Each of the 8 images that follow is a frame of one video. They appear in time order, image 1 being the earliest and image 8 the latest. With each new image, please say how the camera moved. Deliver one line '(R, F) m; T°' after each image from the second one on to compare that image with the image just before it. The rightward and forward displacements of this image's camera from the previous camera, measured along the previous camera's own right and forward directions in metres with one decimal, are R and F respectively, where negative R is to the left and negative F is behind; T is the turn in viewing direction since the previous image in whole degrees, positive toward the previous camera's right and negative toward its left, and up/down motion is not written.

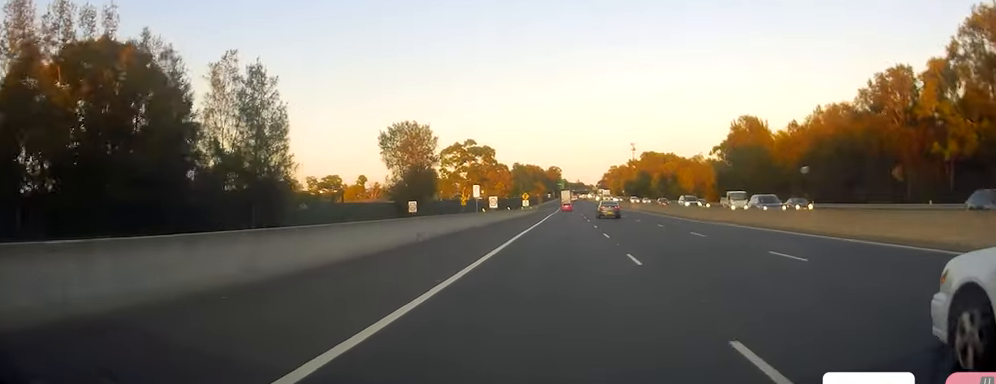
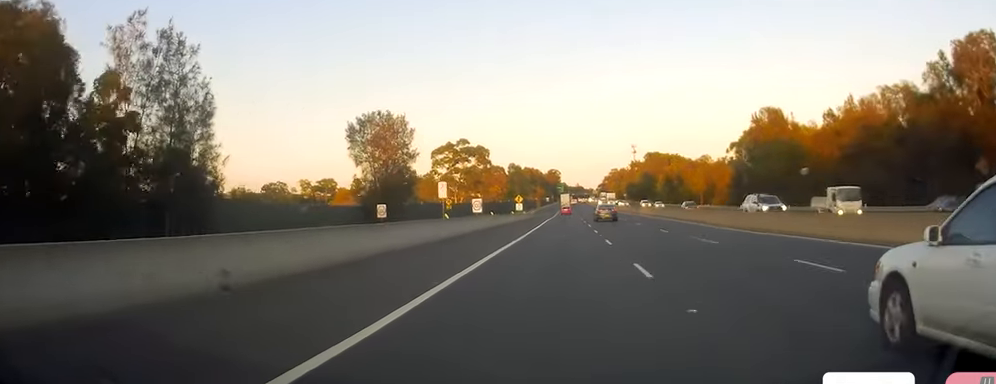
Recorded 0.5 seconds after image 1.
(-0.1, +14.1) m; 0°
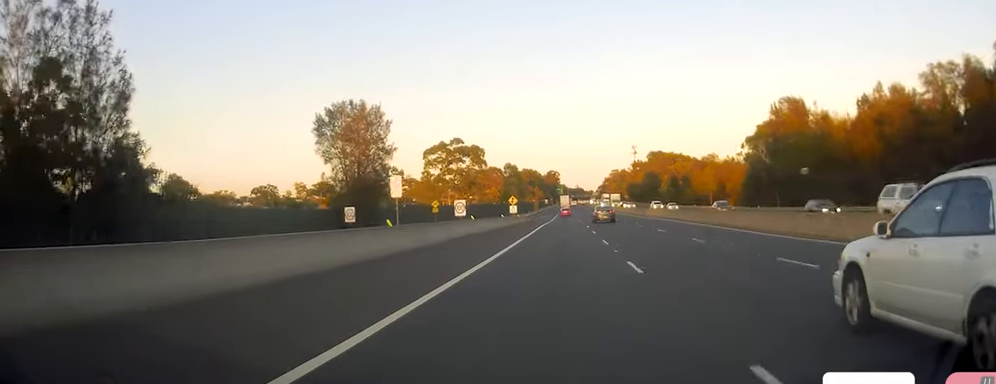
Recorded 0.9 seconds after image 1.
(-0.2, +10.5) m; 0°
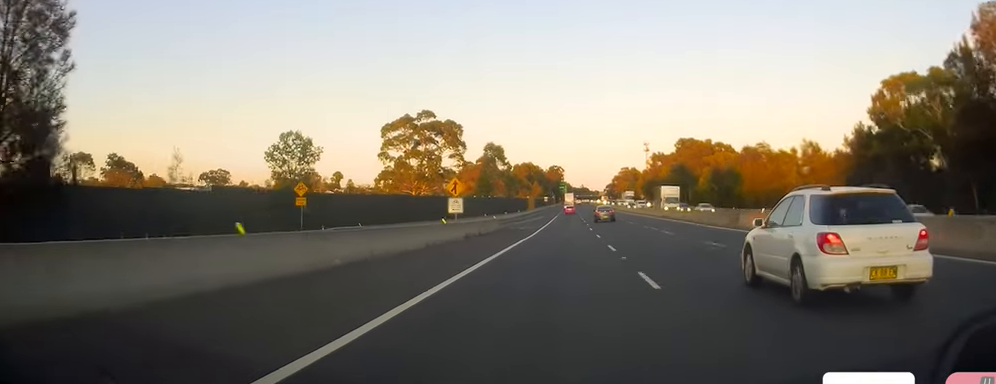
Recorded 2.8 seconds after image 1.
(+0.7, +50.0) m; +1°
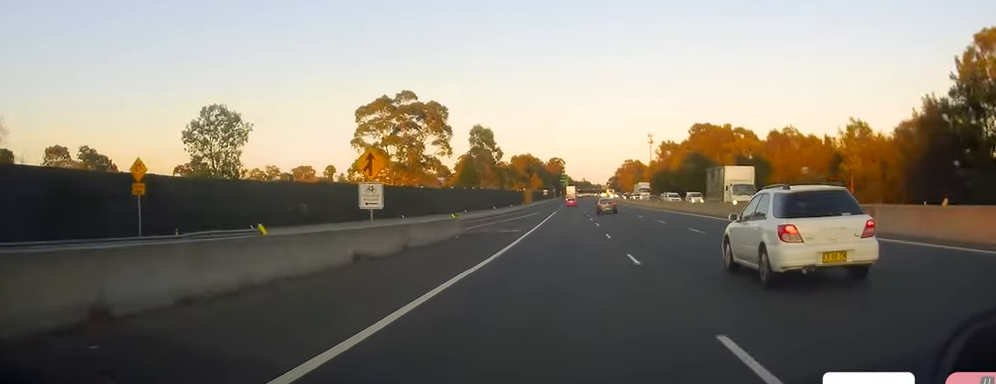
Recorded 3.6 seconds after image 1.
(0.0, +19.3) m; 0°
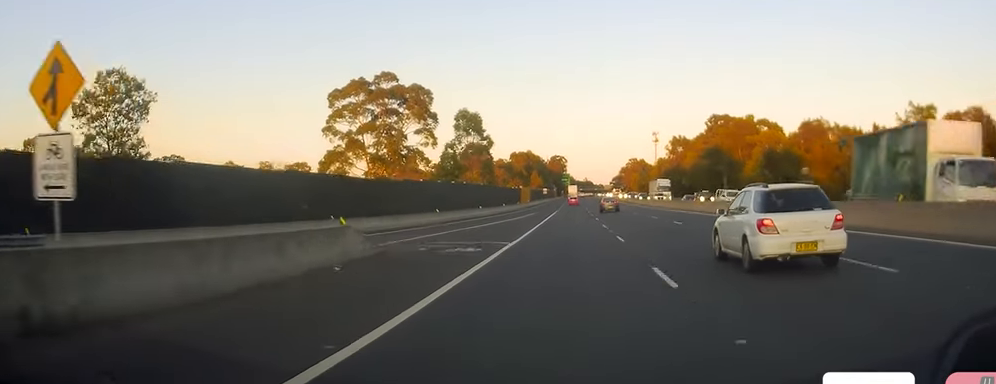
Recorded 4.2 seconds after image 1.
(+0.1, +16.6) m; 0°
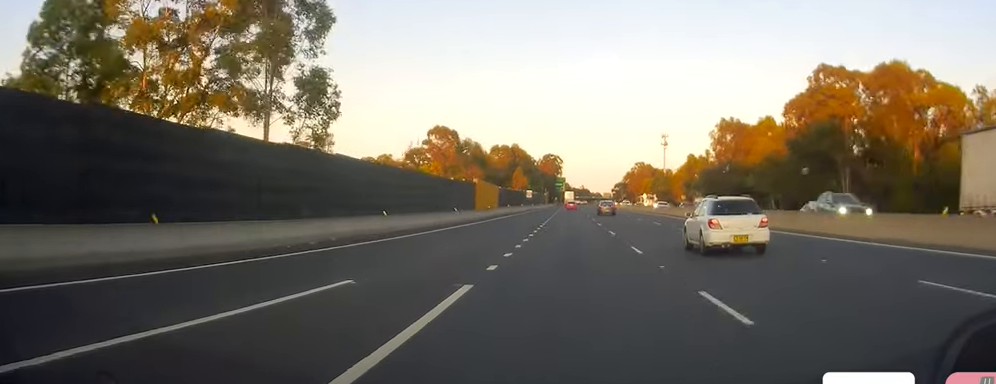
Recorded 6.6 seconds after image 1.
(-0.6, +62.2) m; -1°
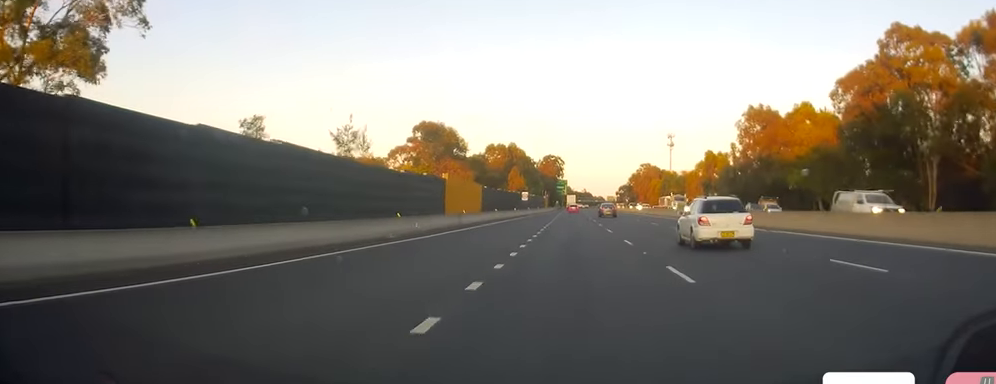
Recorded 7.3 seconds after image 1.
(-0.3, +19.3) m; 0°
